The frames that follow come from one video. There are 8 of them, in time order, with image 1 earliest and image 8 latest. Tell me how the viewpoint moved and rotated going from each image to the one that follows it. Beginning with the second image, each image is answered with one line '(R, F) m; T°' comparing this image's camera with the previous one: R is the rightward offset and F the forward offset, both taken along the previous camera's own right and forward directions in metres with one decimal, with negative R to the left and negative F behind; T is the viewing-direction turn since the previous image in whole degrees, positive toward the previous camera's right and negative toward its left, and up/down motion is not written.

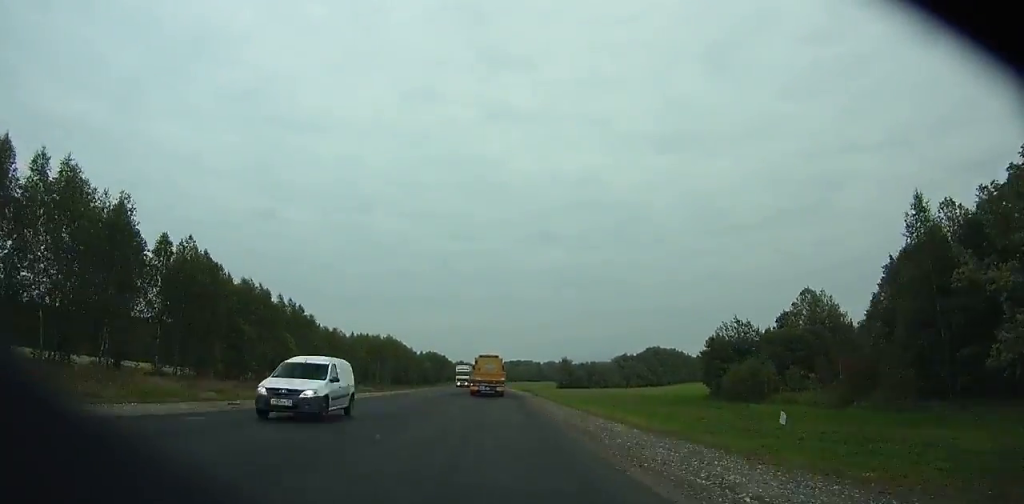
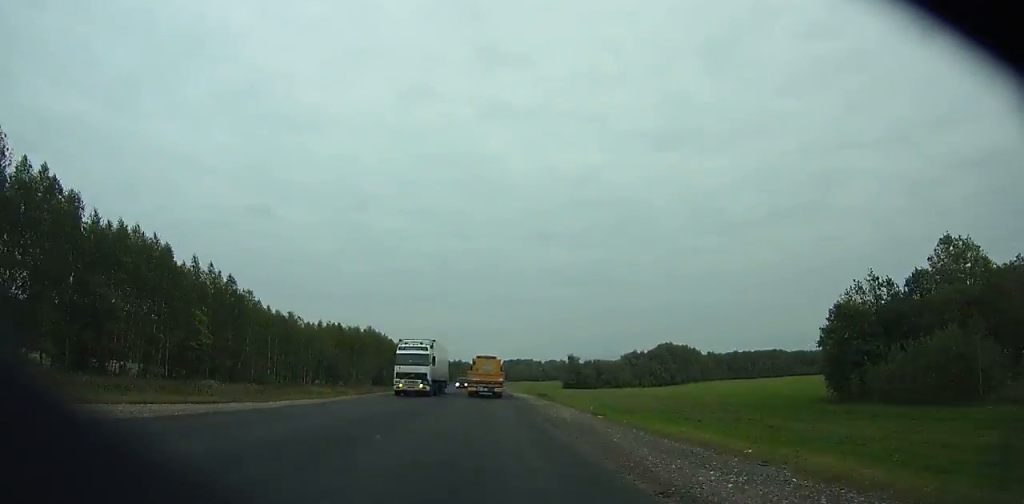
(0.0, +33.1) m; 0°
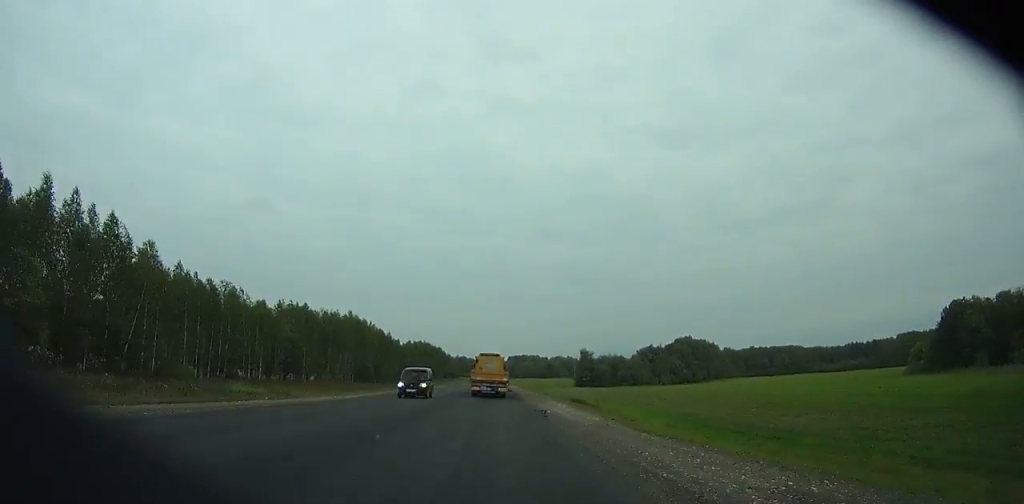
(0.0, +30.9) m; 0°
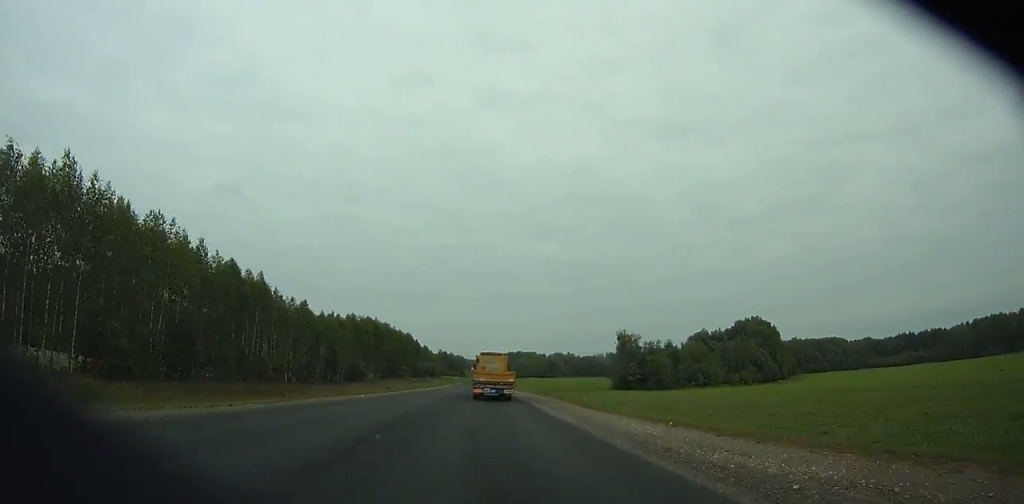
(-0.4, +108.1) m; 0°
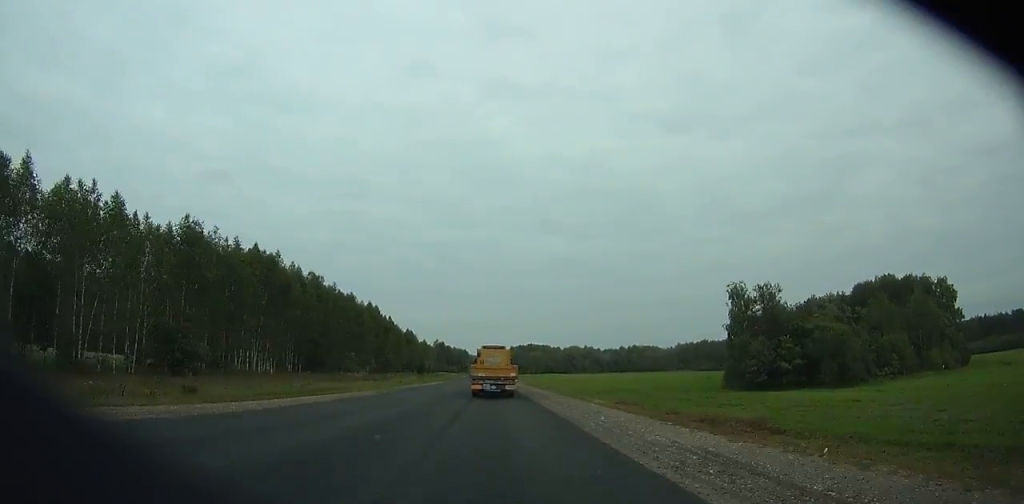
(+0.5, +92.3) m; 0°
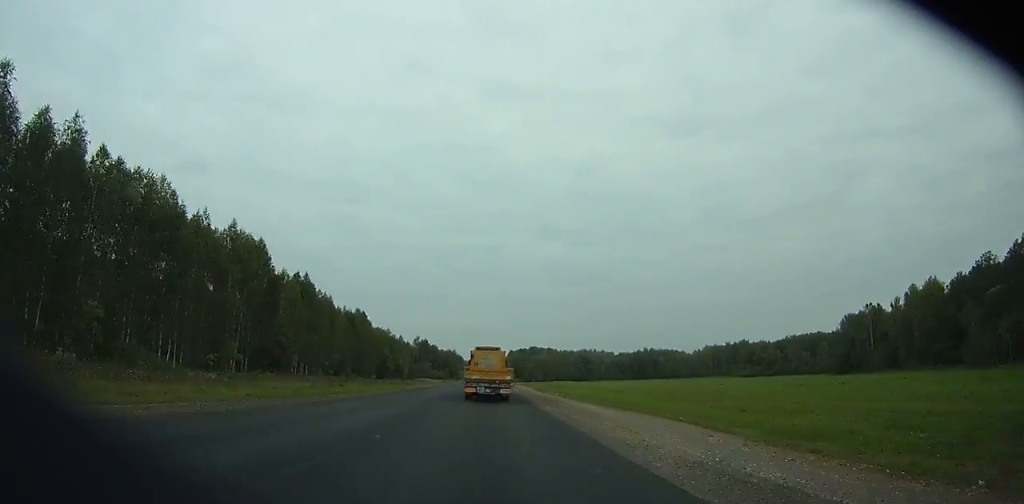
(-0.4, +89.3) m; 0°
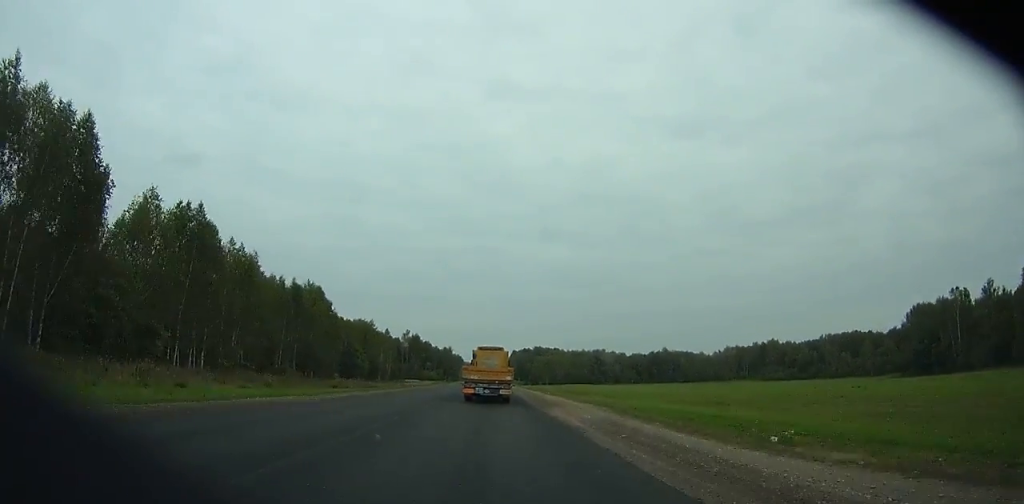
(+0.1, +43.3) m; 0°
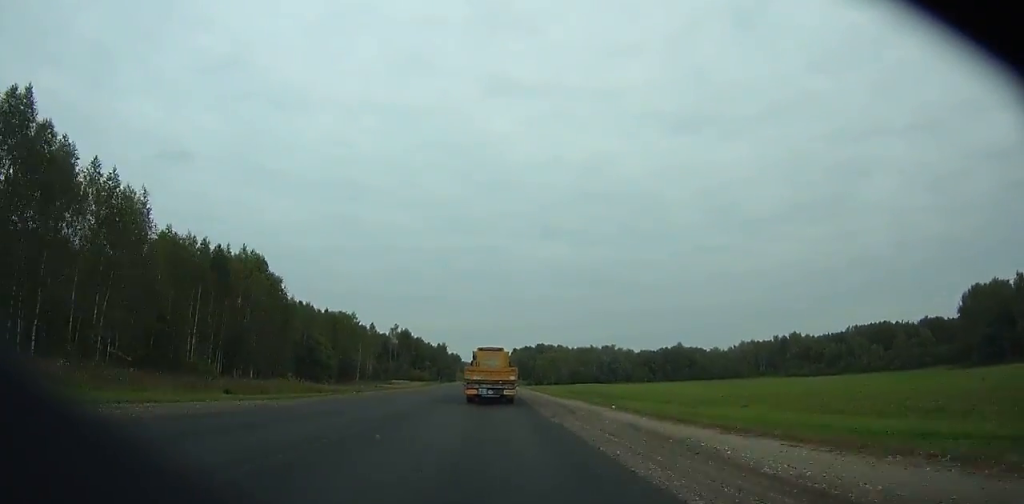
(0.0, +30.3) m; 0°
